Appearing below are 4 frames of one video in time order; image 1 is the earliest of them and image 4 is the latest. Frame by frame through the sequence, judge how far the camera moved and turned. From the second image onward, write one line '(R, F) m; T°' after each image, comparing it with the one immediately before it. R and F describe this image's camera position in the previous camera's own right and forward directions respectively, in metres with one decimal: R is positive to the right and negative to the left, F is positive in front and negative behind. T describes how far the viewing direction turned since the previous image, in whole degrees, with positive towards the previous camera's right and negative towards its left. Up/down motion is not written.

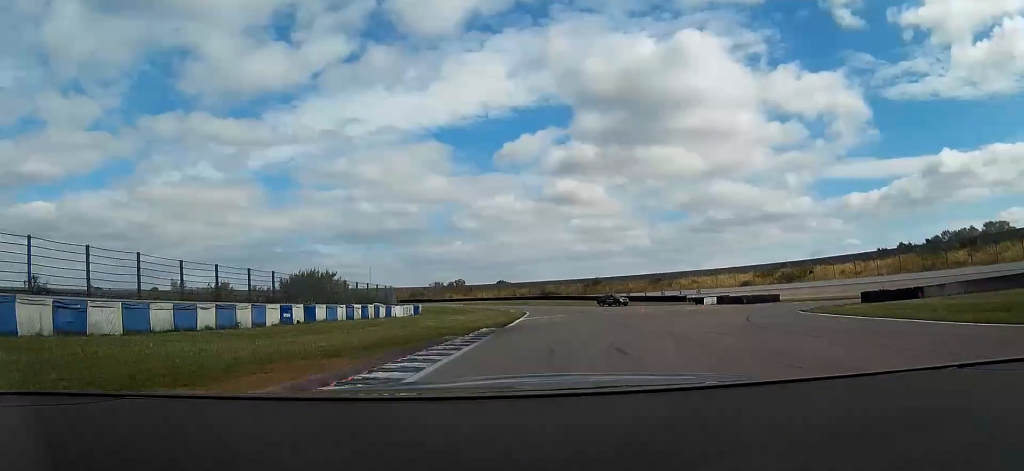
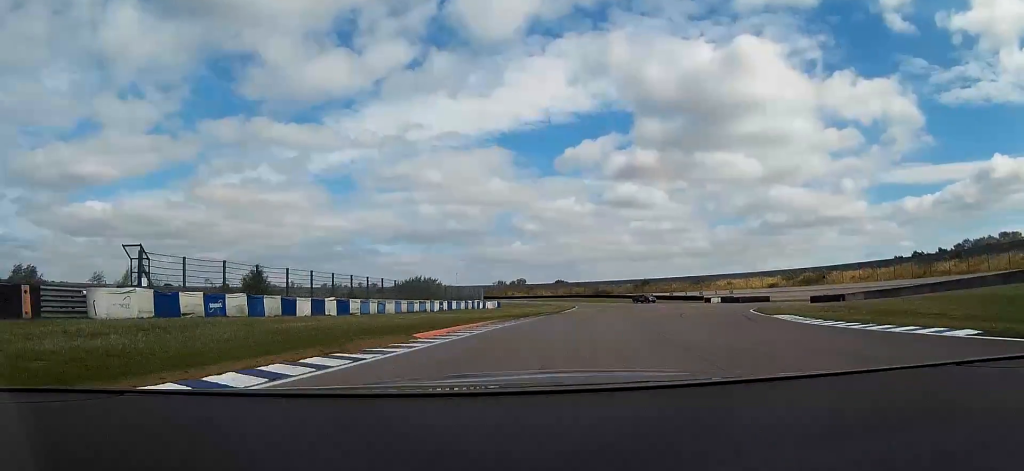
(-2.0, +26.5) m; -5°
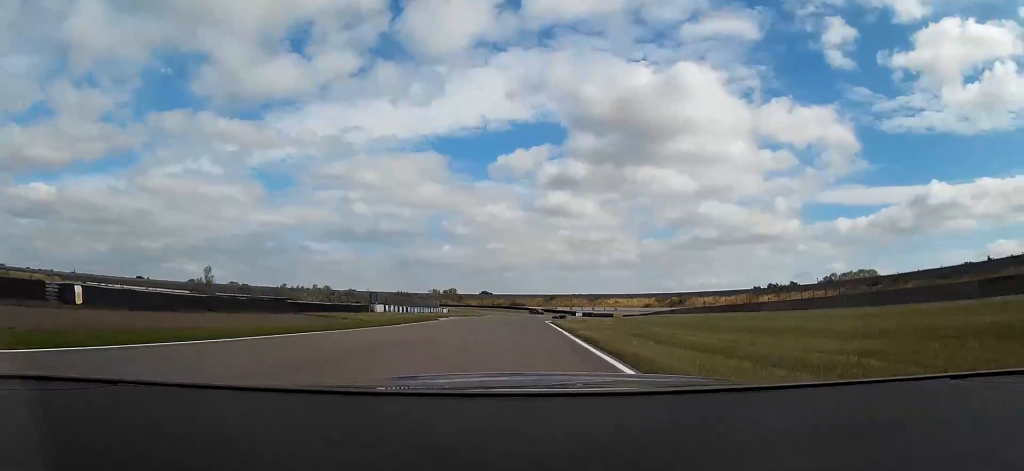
(+1.1, +66.1) m; +4°
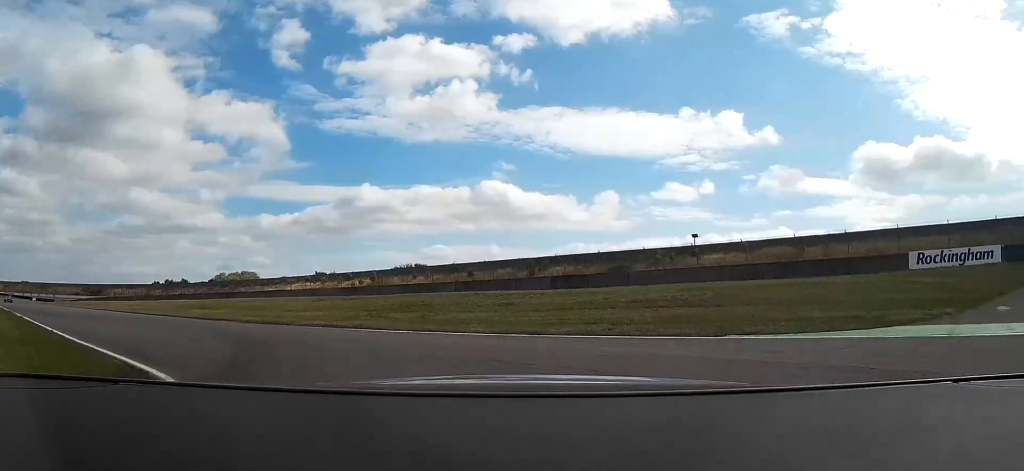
(+20.1, +77.9) m; +61°
